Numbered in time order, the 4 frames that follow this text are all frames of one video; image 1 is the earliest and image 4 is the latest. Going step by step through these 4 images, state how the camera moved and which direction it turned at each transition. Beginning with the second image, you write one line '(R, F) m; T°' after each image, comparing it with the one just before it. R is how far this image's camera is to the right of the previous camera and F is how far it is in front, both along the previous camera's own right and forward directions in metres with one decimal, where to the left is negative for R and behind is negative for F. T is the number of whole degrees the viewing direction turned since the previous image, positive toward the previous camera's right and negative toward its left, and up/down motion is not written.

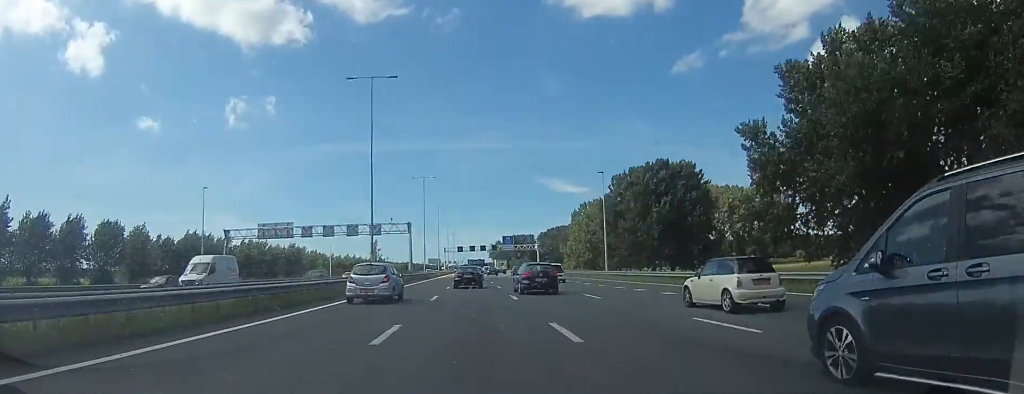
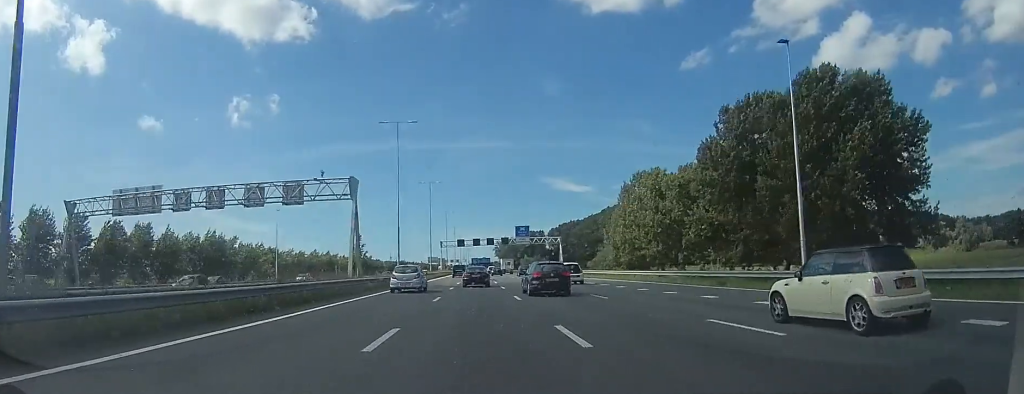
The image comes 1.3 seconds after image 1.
(-0.6, +36.5) m; 0°
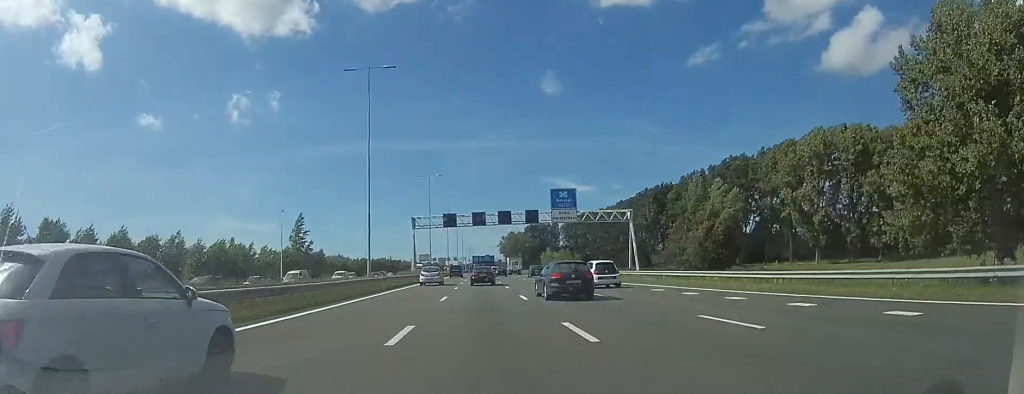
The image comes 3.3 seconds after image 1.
(-0.5, +58.5) m; -2°
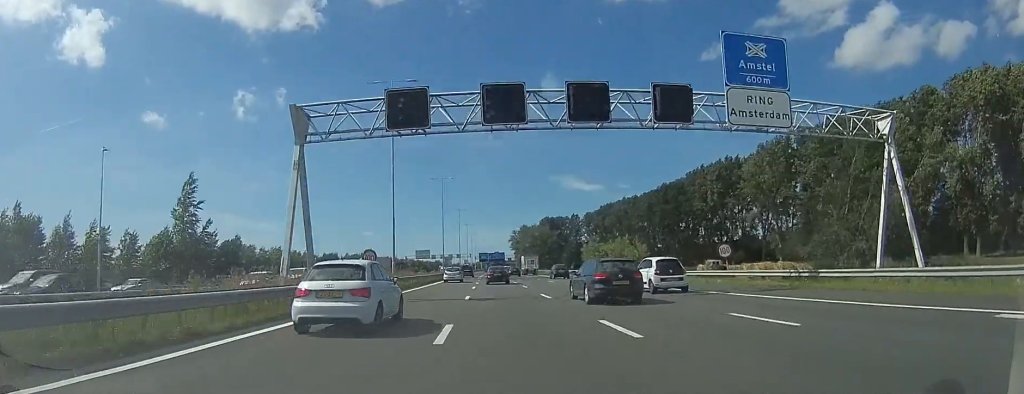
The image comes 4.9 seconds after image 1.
(+0.1, +47.6) m; 0°
